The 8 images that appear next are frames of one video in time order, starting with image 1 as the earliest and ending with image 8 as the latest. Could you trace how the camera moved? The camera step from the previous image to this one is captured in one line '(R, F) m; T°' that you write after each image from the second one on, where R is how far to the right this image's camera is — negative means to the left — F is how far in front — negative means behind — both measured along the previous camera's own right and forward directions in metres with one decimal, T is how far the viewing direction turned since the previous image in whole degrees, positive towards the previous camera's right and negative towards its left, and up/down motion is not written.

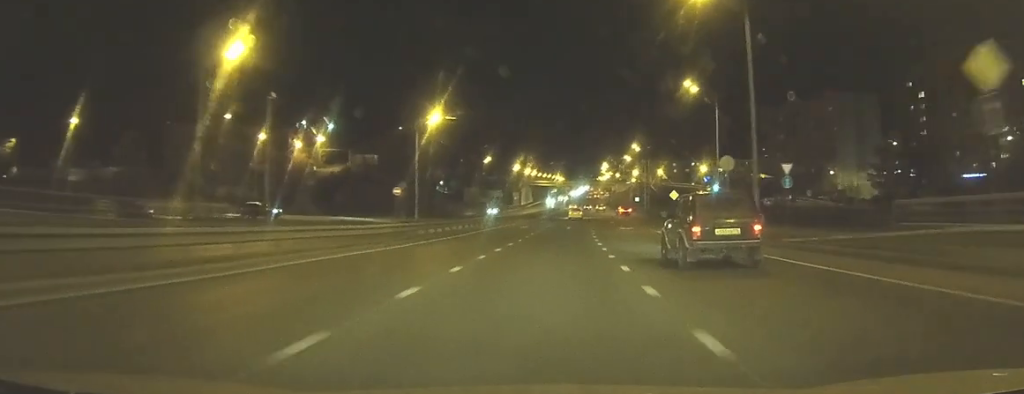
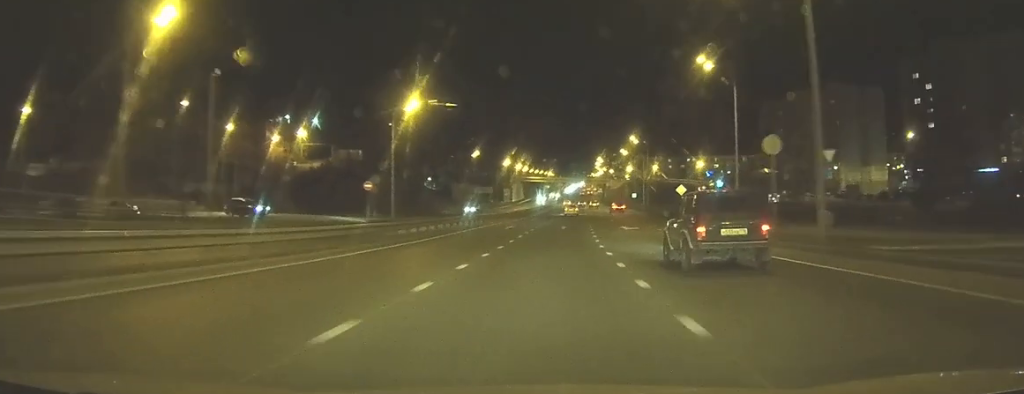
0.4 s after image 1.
(+0.1, +7.2) m; +1°
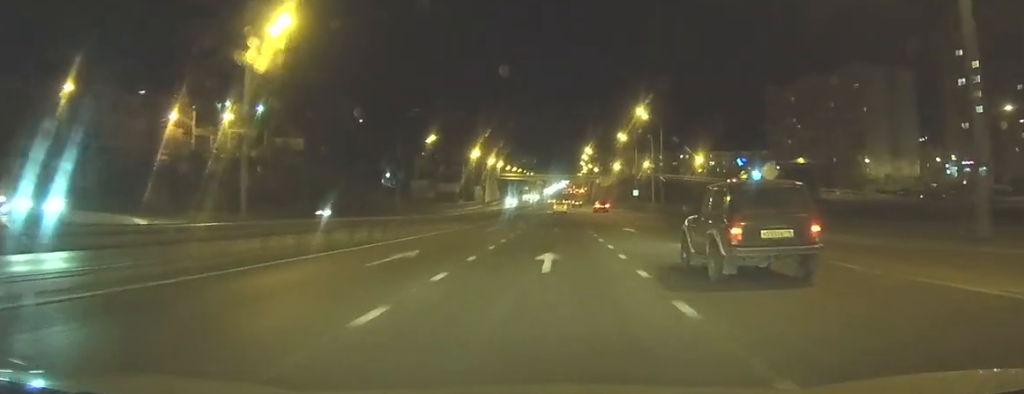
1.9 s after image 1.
(+0.4, +27.8) m; +2°
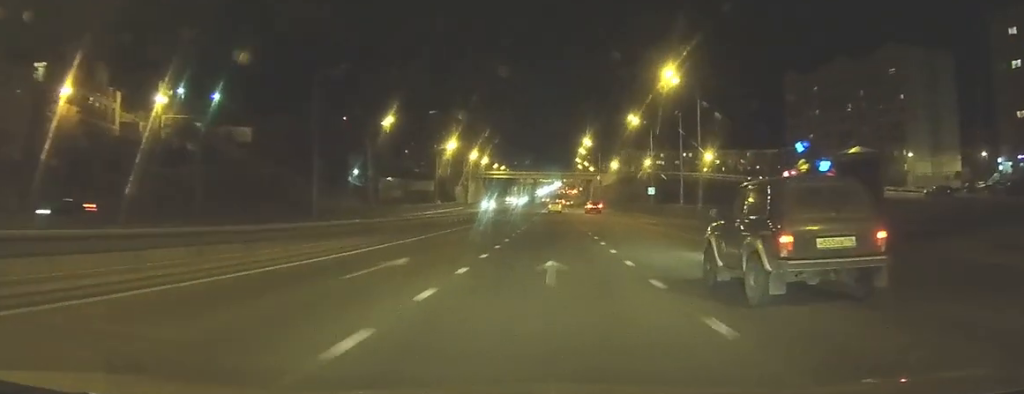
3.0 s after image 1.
(+0.3, +21.4) m; +1°
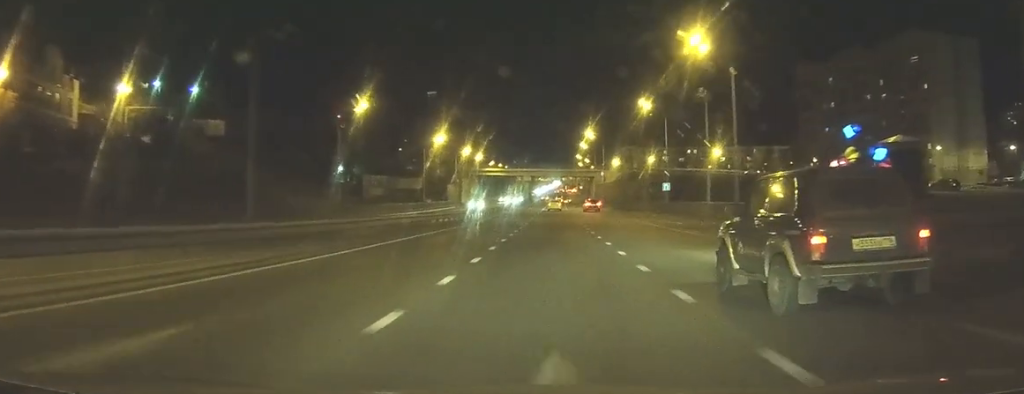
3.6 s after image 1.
(0.0, +10.1) m; 0°
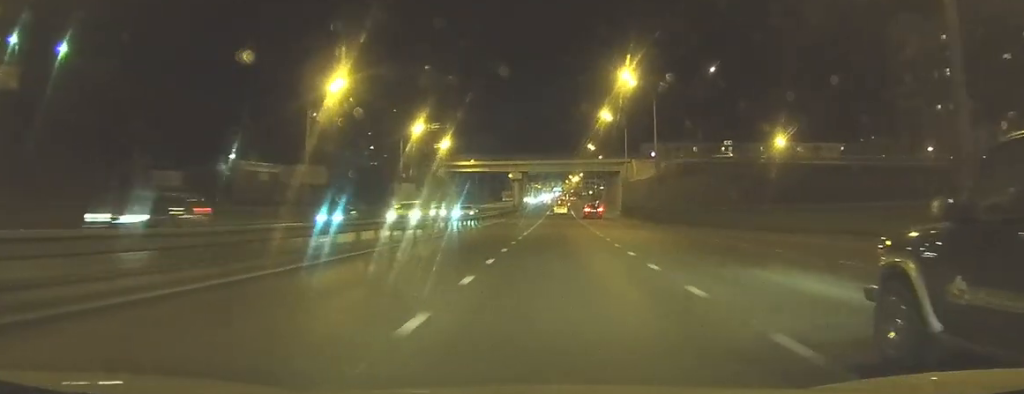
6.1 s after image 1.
(+0.3, +48.2) m; +1°
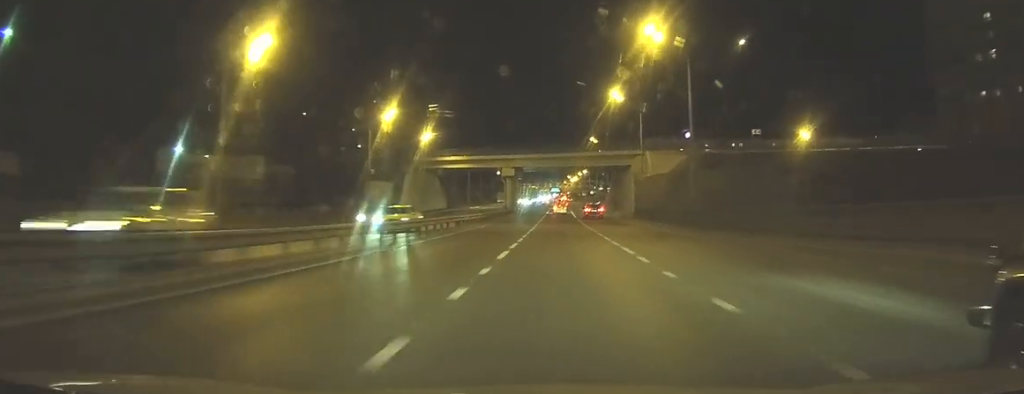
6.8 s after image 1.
(+0.1, +13.6) m; 0°
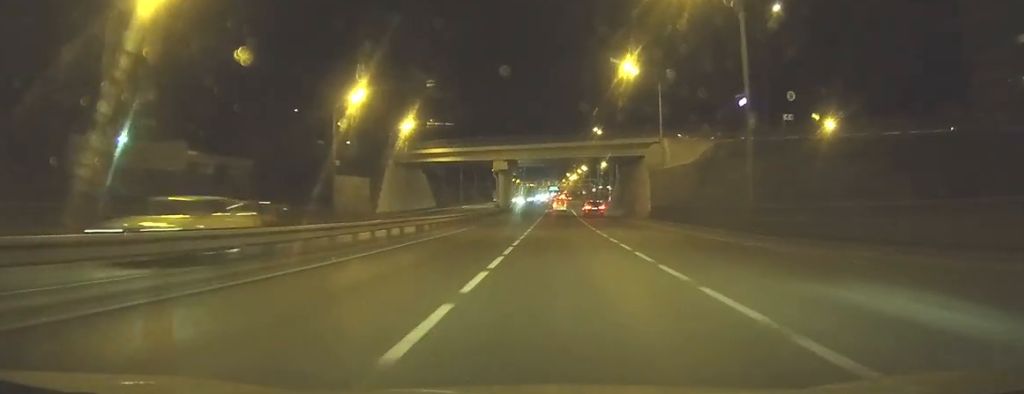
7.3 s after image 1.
(+0.1, +11.0) m; 0°
